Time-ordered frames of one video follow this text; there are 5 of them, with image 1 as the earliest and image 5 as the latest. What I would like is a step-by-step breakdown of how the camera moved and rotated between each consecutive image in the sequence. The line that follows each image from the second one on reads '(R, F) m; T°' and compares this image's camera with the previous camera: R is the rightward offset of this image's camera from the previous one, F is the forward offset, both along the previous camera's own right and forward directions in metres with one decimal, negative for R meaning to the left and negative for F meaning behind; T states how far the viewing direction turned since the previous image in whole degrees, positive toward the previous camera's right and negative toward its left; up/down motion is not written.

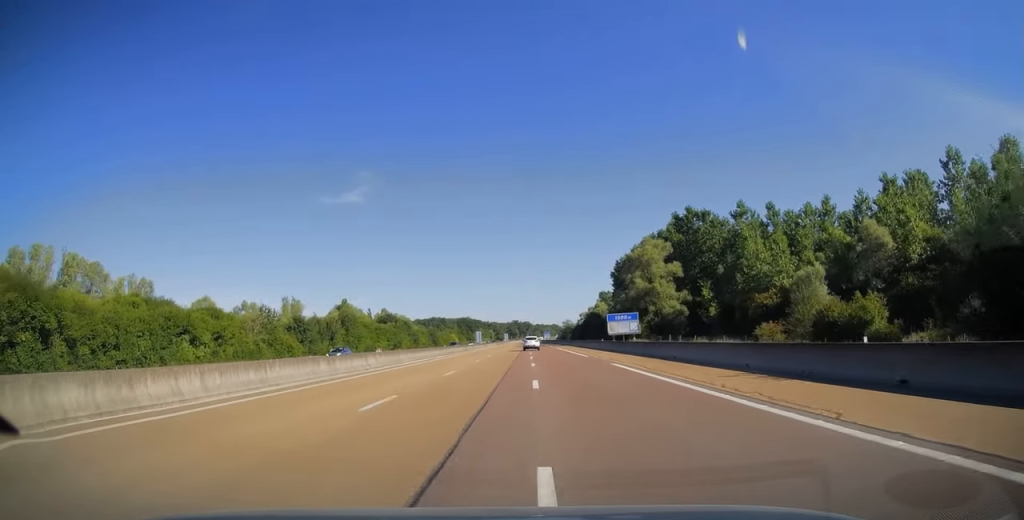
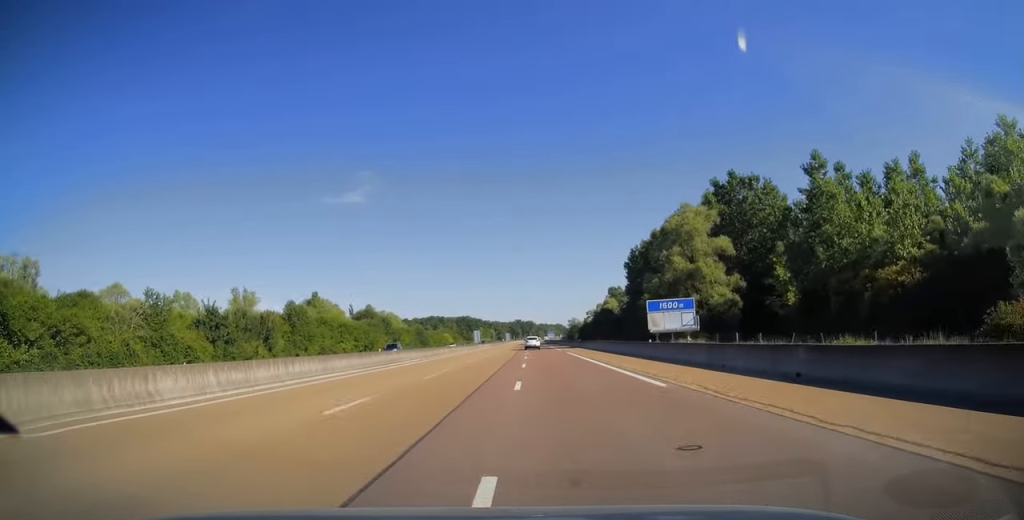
(0.0, +26.4) m; 0°
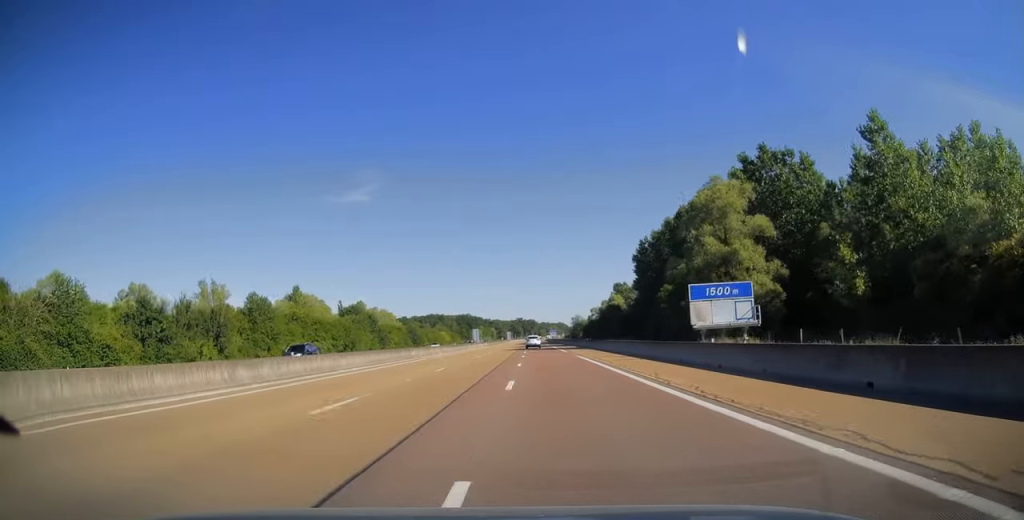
(-0.1, +13.2) m; 0°
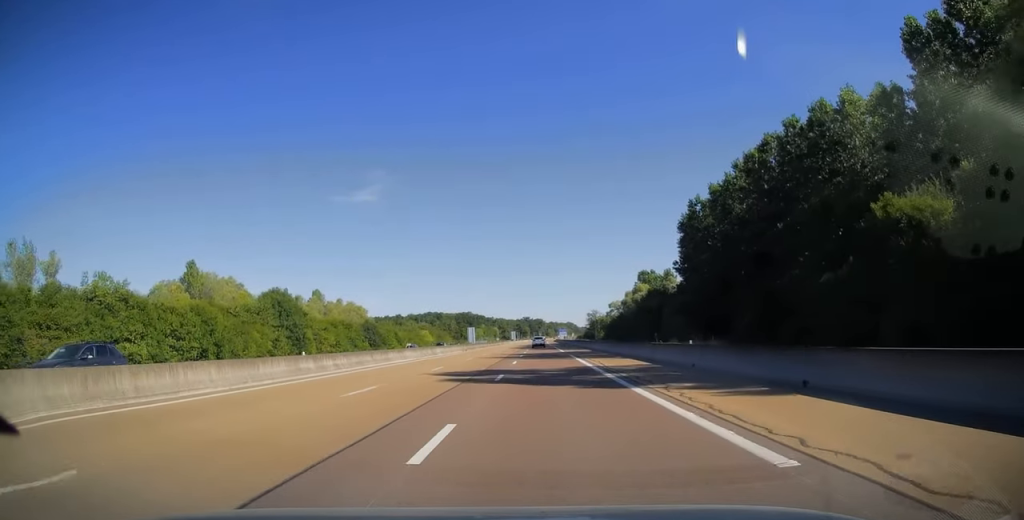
(-0.1, +48.1) m; 0°
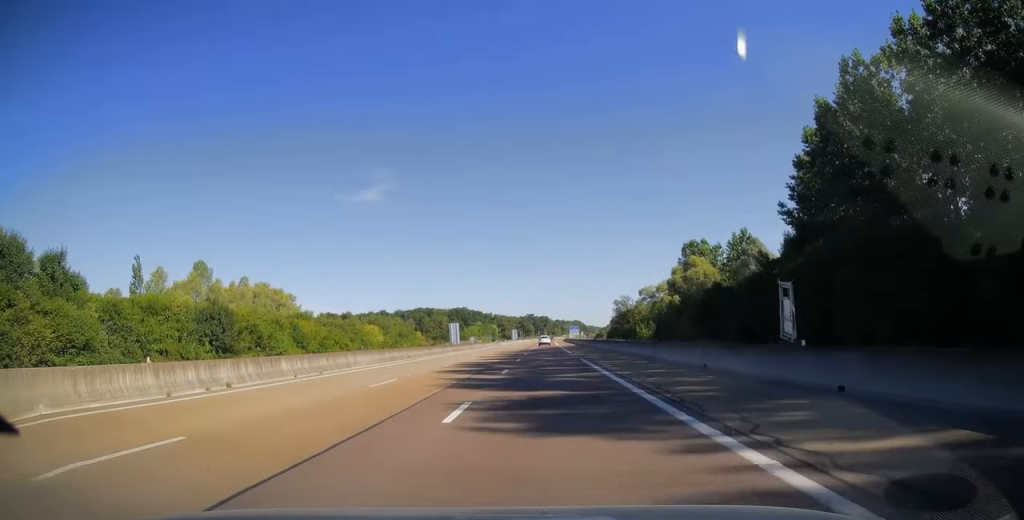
(-0.6, +61.6) m; -1°
